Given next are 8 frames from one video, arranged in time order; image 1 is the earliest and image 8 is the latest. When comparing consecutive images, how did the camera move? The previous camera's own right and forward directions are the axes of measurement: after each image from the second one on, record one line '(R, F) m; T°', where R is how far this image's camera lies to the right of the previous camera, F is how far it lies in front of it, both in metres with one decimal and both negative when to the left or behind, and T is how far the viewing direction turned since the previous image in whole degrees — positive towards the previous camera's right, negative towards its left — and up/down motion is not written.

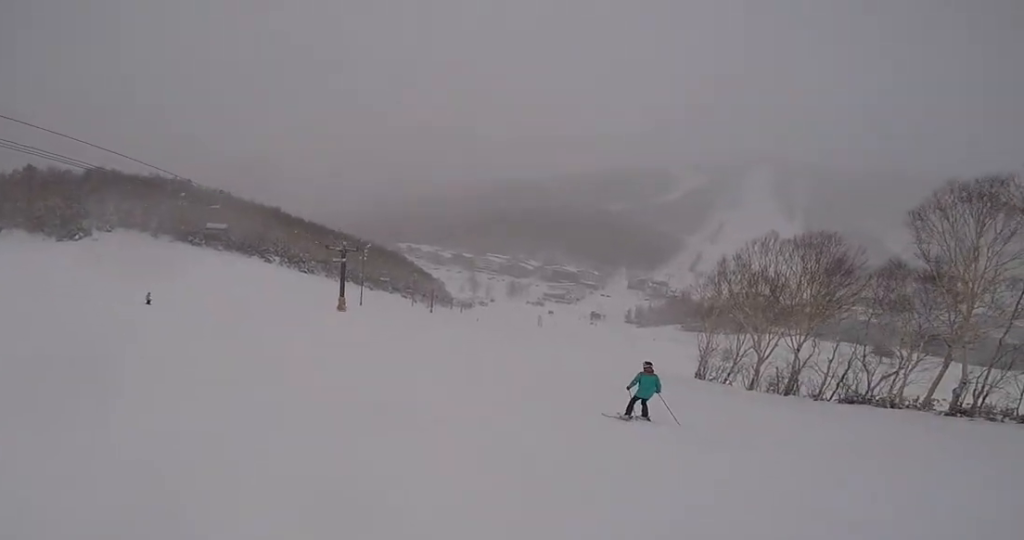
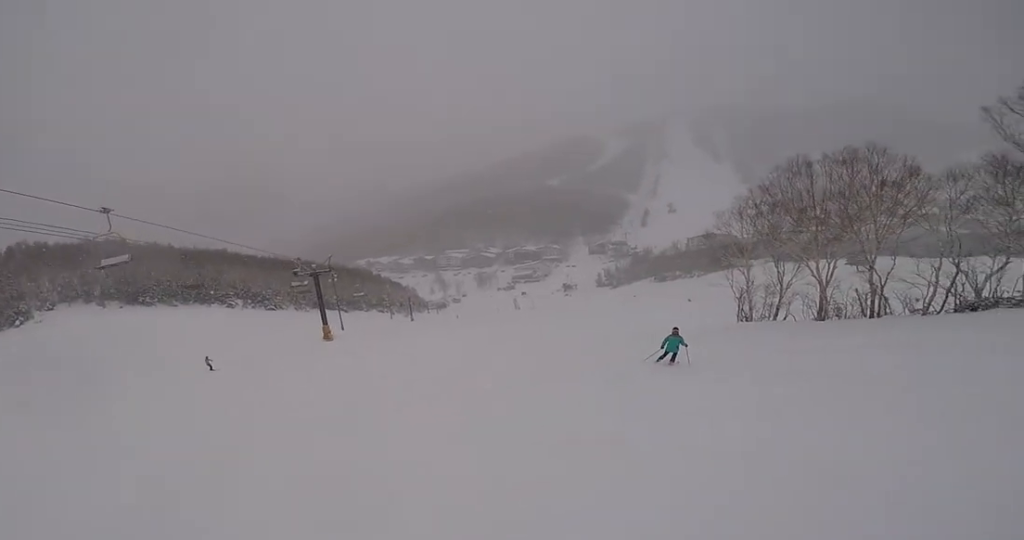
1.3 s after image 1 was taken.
(-0.9, +7.1) m; +23°
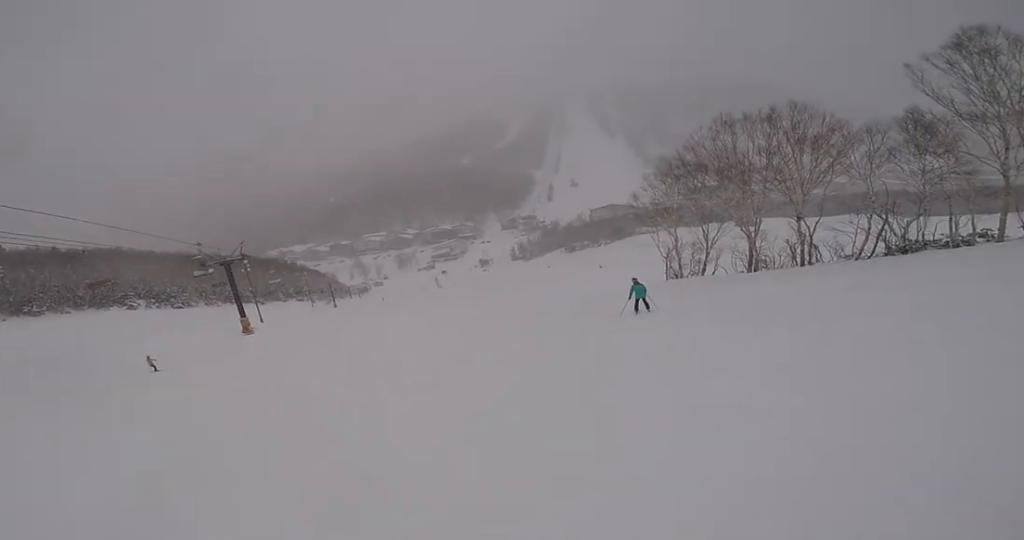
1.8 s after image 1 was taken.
(+1.2, +2.1) m; +17°
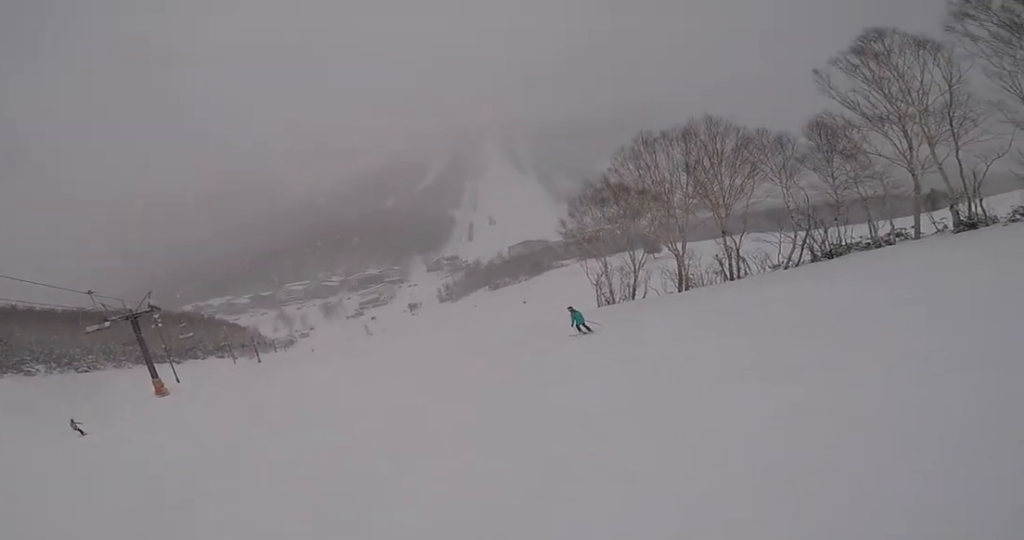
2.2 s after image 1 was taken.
(+0.8, +1.9) m; +13°
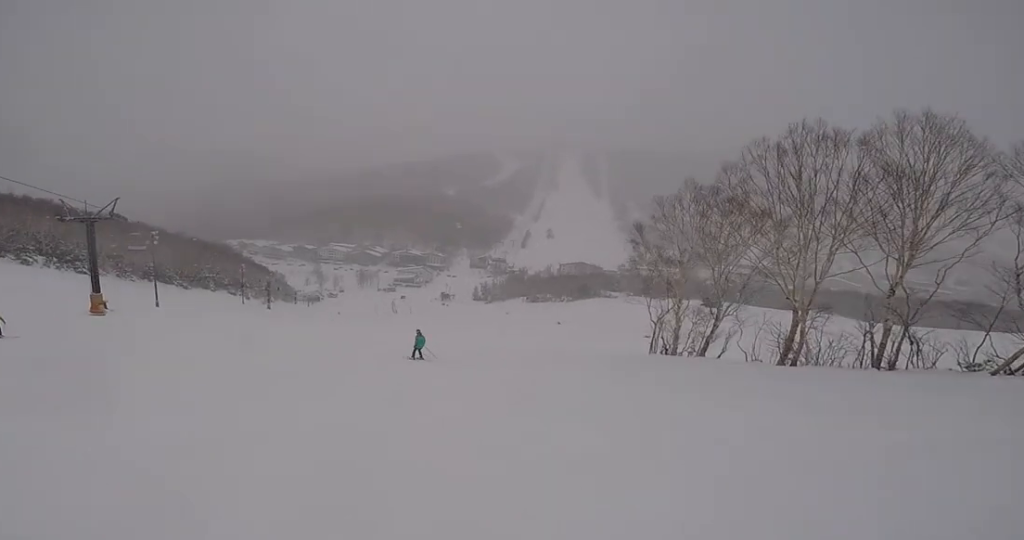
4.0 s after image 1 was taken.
(-0.2, +10.7) m; -20°
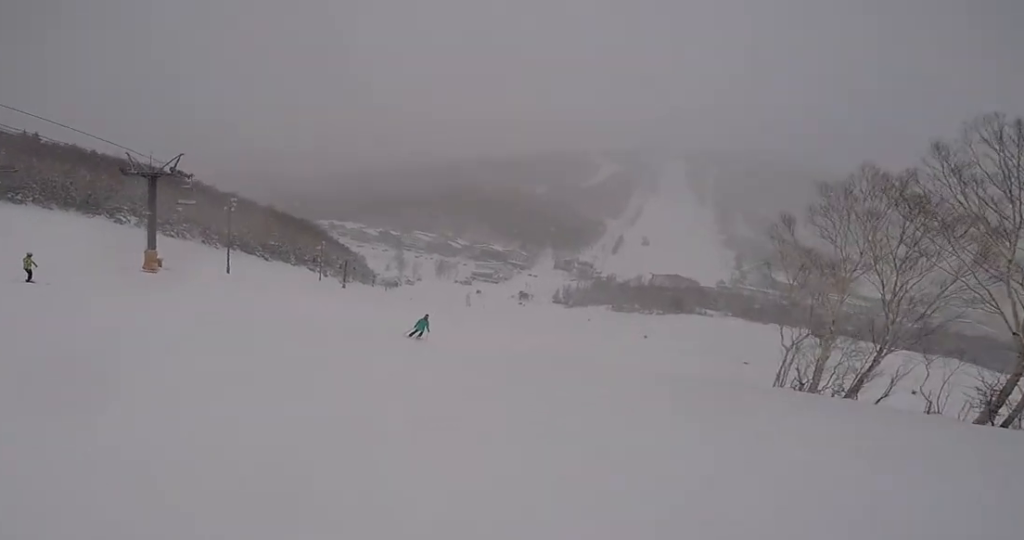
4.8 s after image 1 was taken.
(-0.9, +4.1) m; -22°
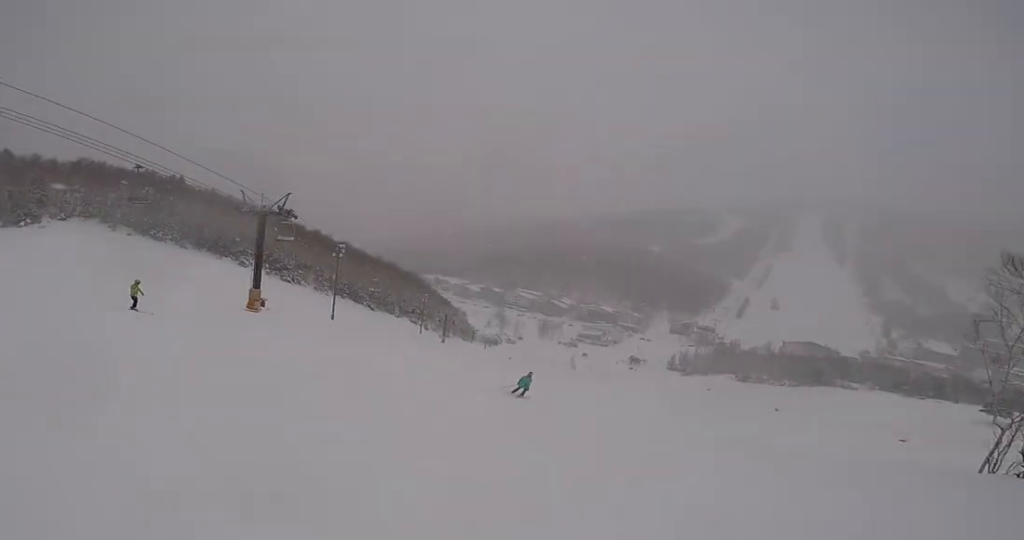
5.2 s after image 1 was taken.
(-0.6, +2.3) m; -12°
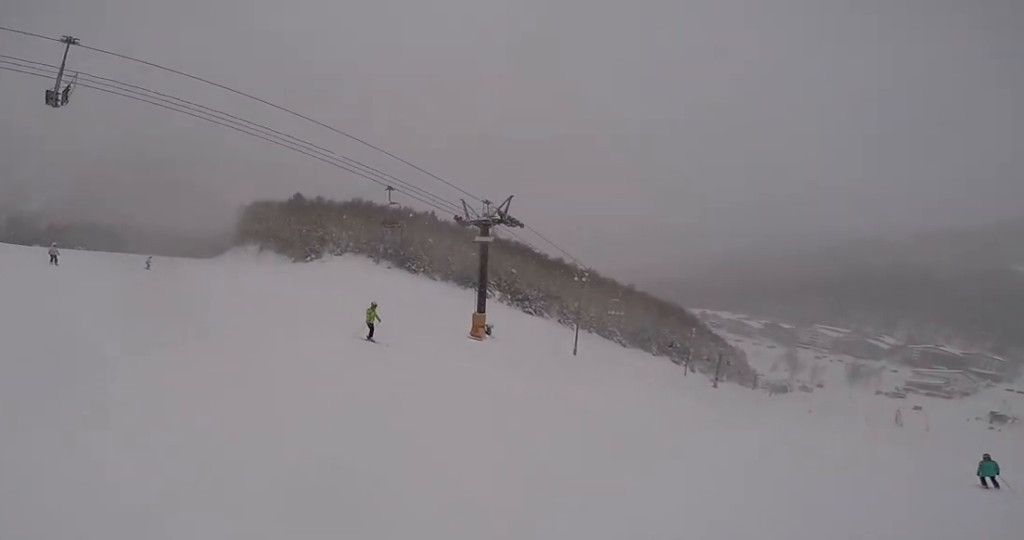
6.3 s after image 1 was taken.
(-0.7, +6.4) m; -7°
